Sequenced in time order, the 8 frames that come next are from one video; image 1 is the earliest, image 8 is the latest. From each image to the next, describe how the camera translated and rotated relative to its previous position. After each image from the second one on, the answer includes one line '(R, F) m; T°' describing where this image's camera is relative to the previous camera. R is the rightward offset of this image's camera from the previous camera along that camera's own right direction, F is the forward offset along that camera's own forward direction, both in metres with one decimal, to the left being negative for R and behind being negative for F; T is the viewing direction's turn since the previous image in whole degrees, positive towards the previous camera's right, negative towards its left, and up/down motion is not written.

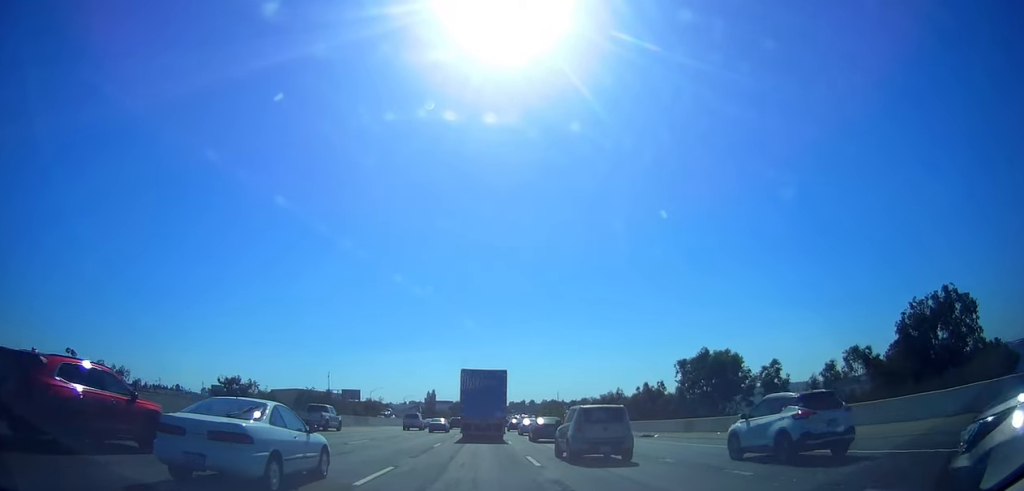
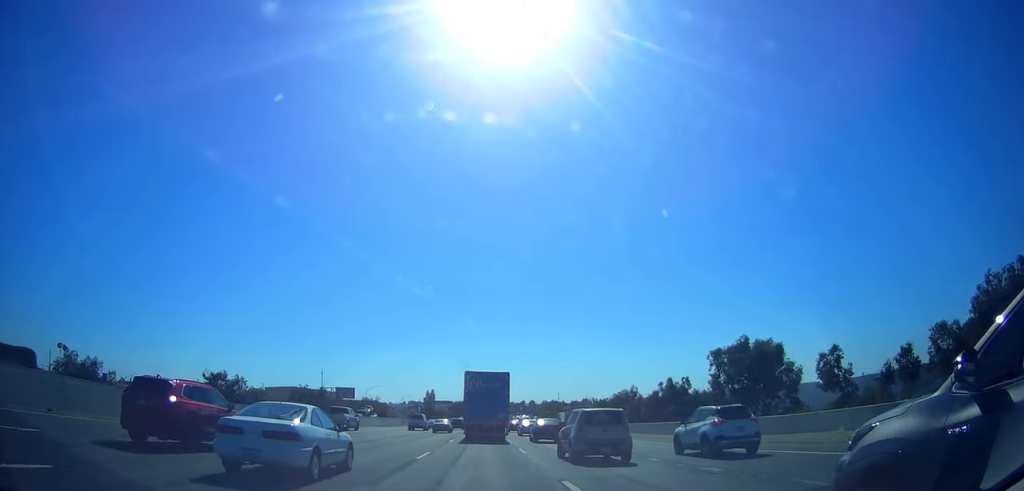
(0.0, +6.6) m; 0°
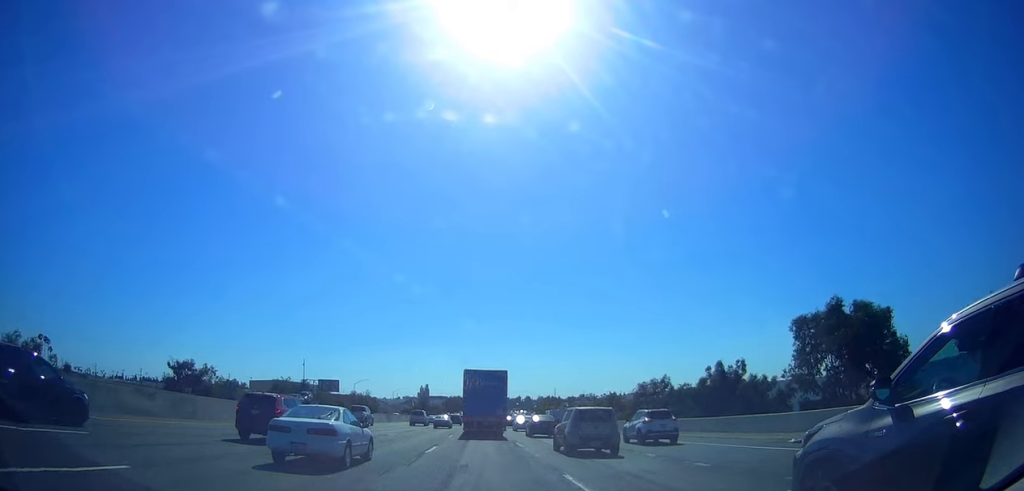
(0.0, +11.9) m; -2°
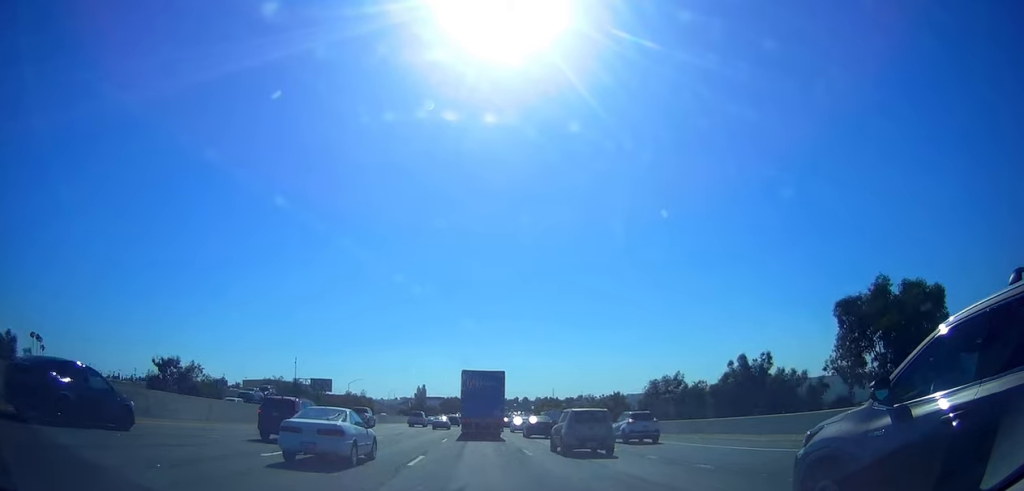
(+0.2, +4.3) m; -2°
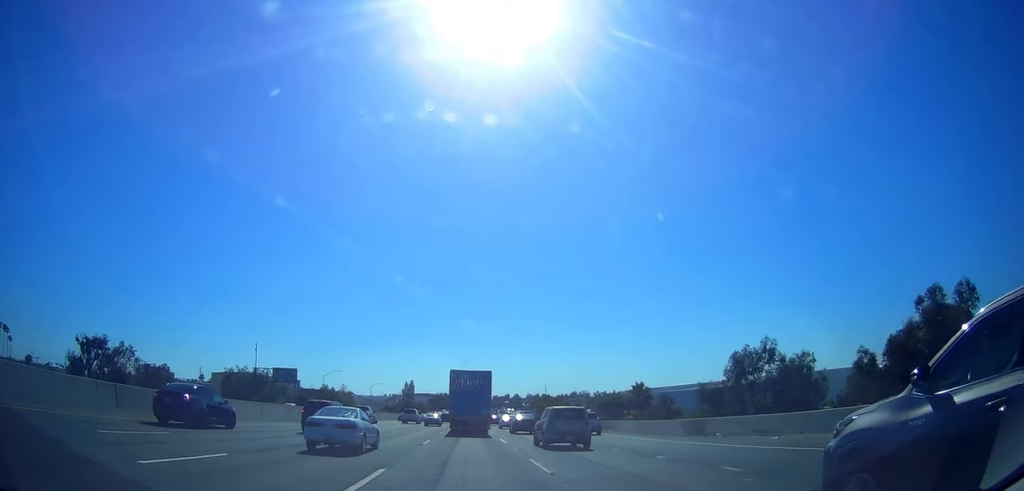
(-0.6, +18.9) m; +2°
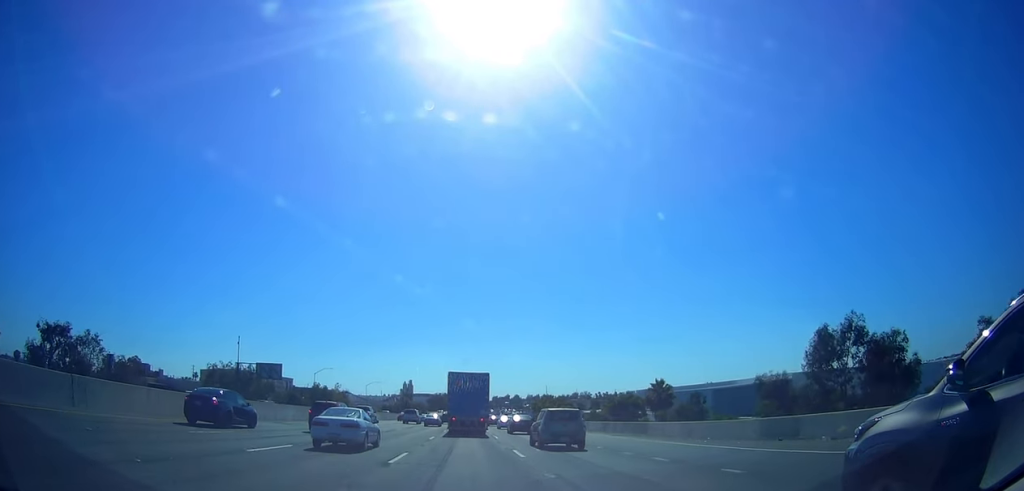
(+0.4, +8.7) m; +2°
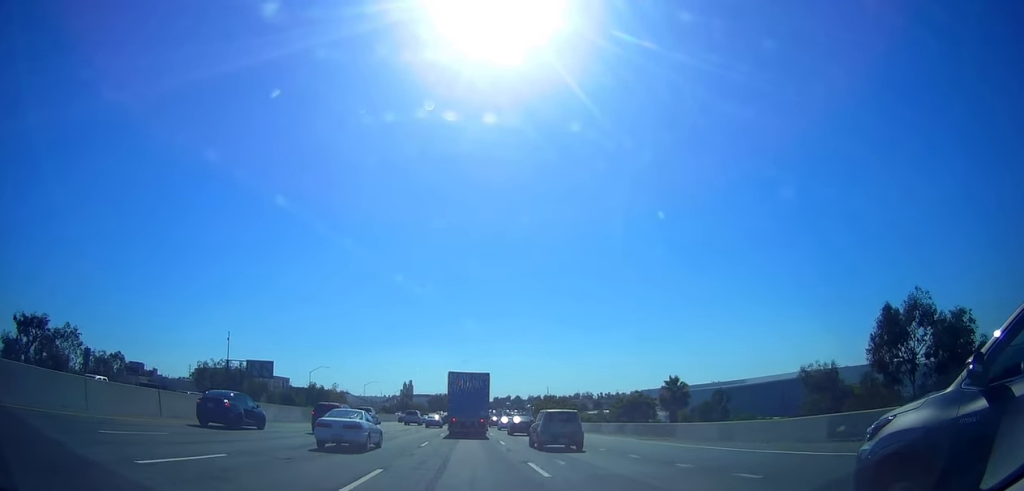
(0.0, +4.9) m; 0°
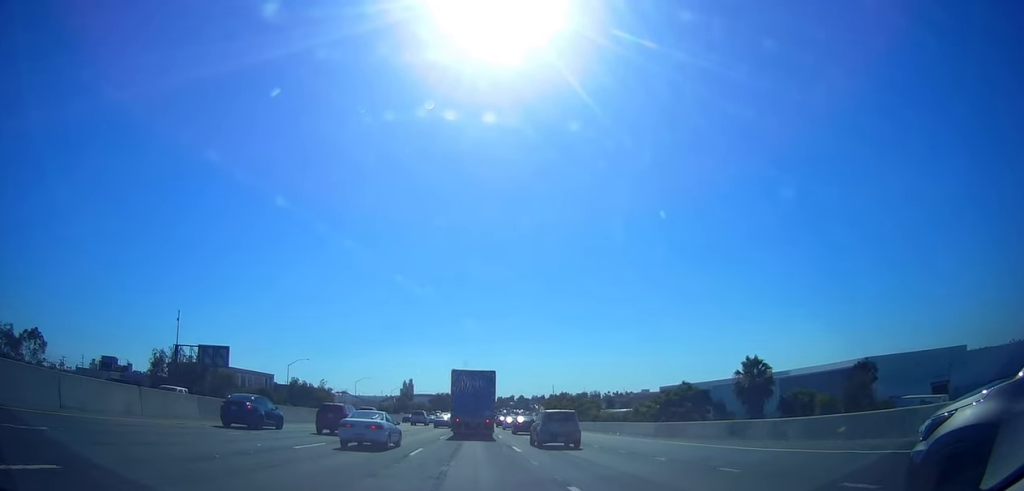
(0.0, +19.3) m; 0°
